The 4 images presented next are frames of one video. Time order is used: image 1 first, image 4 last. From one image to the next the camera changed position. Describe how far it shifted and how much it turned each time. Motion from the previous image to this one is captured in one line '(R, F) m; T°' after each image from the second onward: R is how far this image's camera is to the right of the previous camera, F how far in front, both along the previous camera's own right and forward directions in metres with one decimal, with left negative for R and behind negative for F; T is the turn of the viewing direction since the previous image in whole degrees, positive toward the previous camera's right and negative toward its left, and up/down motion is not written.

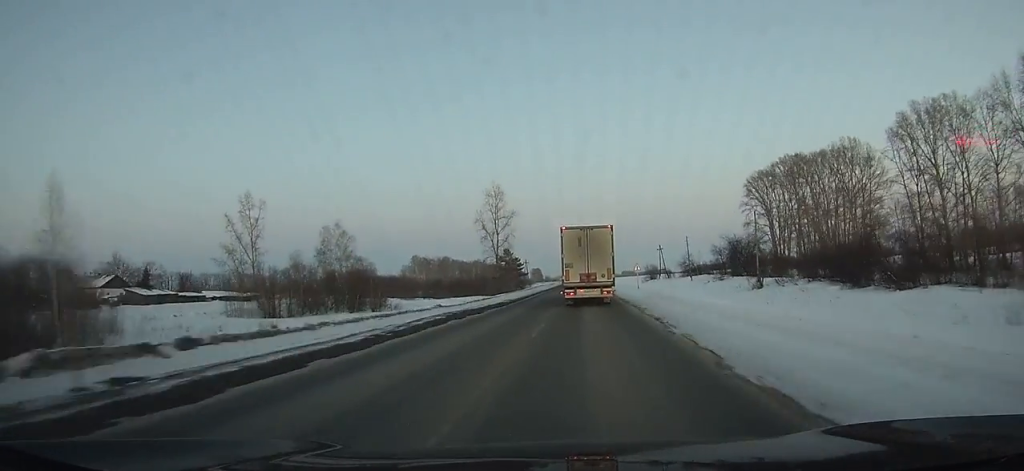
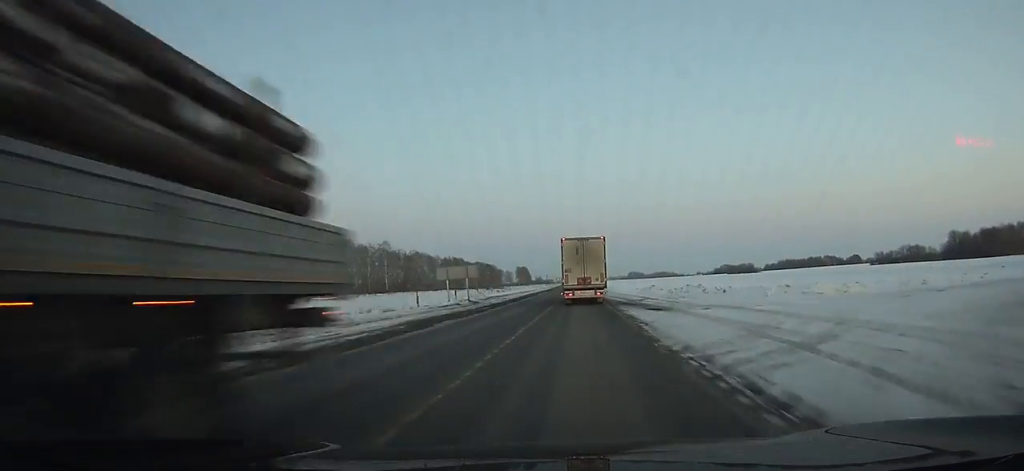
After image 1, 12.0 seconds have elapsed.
(-0.3, +216.4) m; -1°
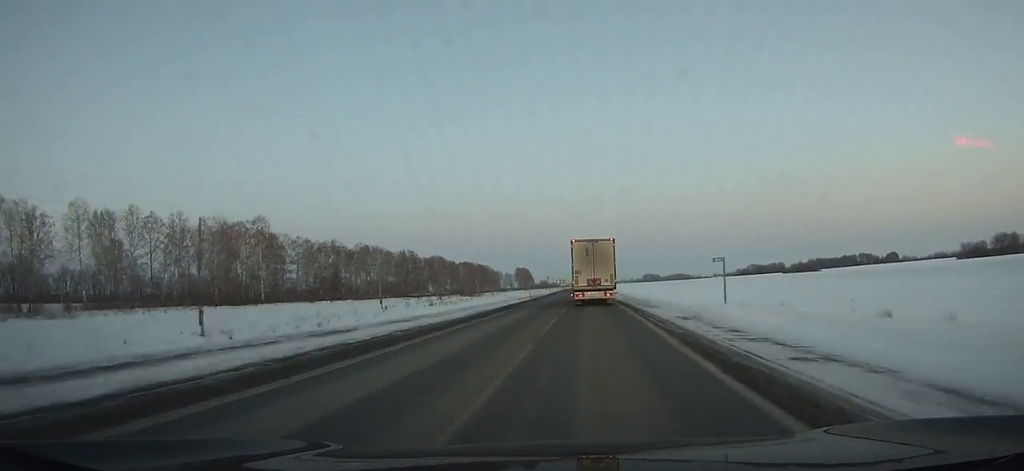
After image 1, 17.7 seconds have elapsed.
(-0.4, +109.0) m; 0°
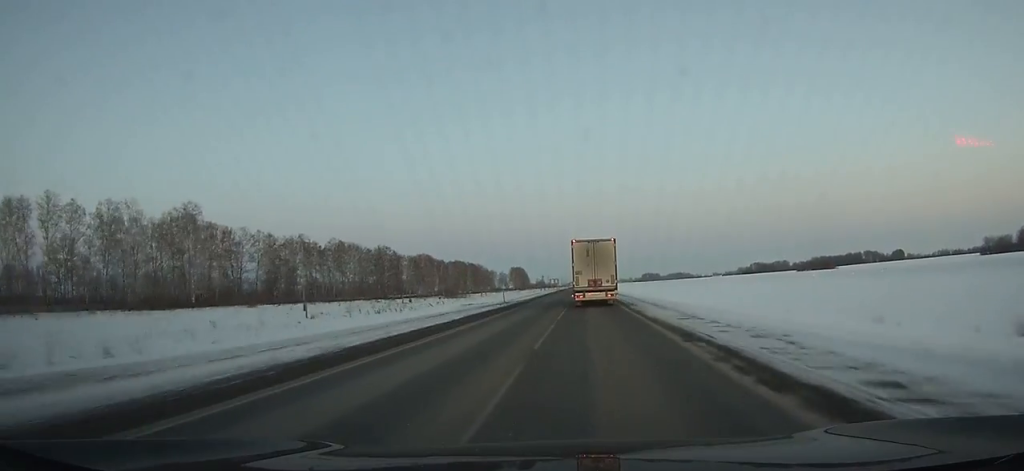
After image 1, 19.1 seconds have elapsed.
(+0.2, +28.8) m; 0°
